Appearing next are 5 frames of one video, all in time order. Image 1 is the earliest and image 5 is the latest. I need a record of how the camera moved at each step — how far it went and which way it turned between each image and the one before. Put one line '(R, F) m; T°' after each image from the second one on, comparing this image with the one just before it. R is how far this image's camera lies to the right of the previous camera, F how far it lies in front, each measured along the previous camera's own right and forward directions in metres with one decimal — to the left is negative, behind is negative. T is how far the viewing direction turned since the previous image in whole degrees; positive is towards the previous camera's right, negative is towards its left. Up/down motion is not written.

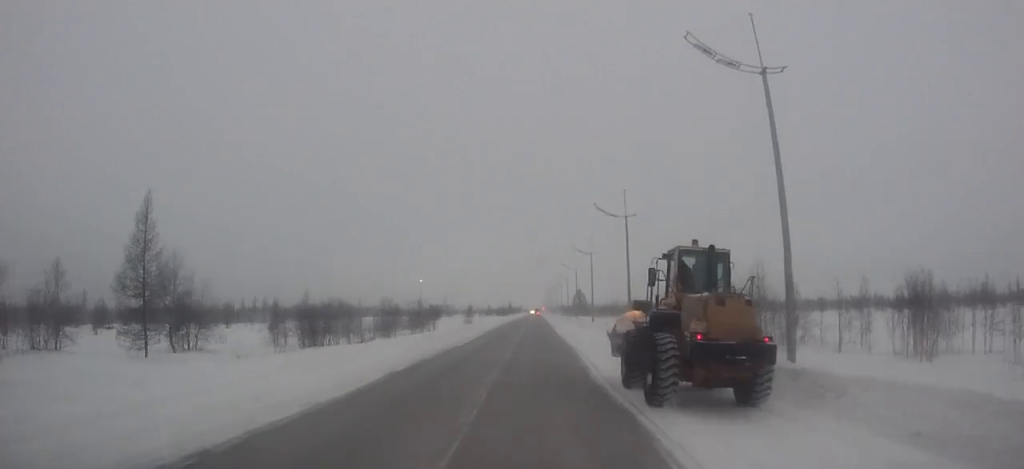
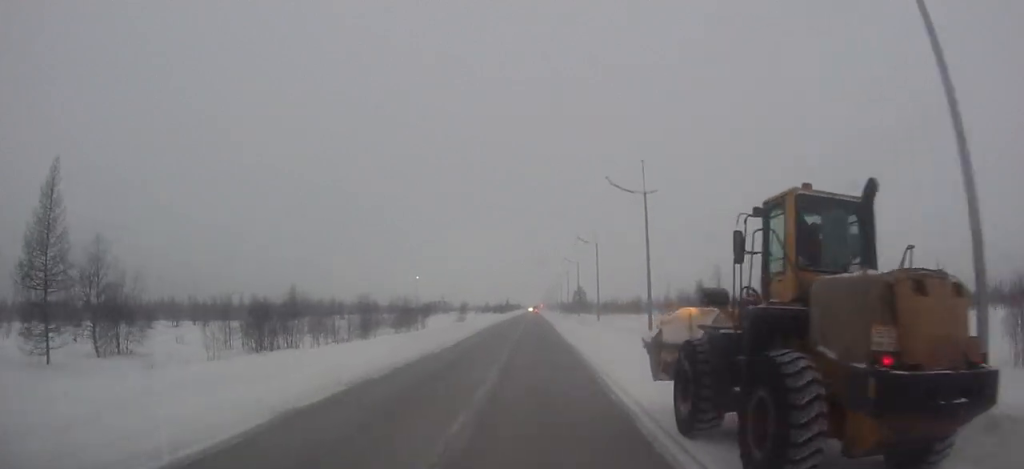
(0.0, +8.8) m; 0°
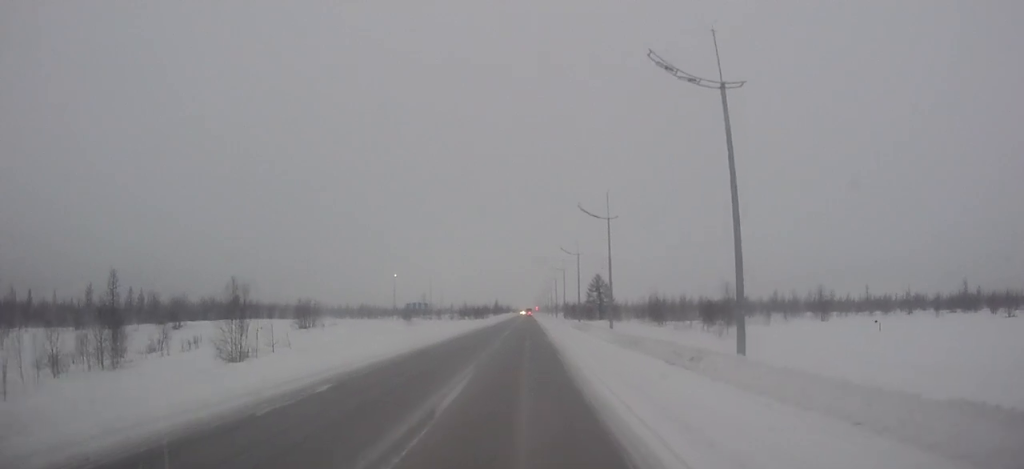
(+0.7, +79.1) m; 0°
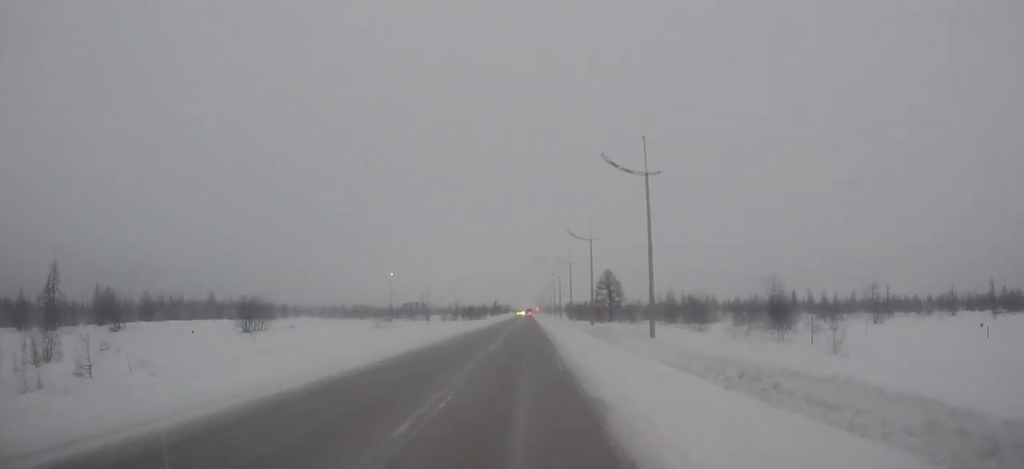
(0.0, +16.2) m; 0°
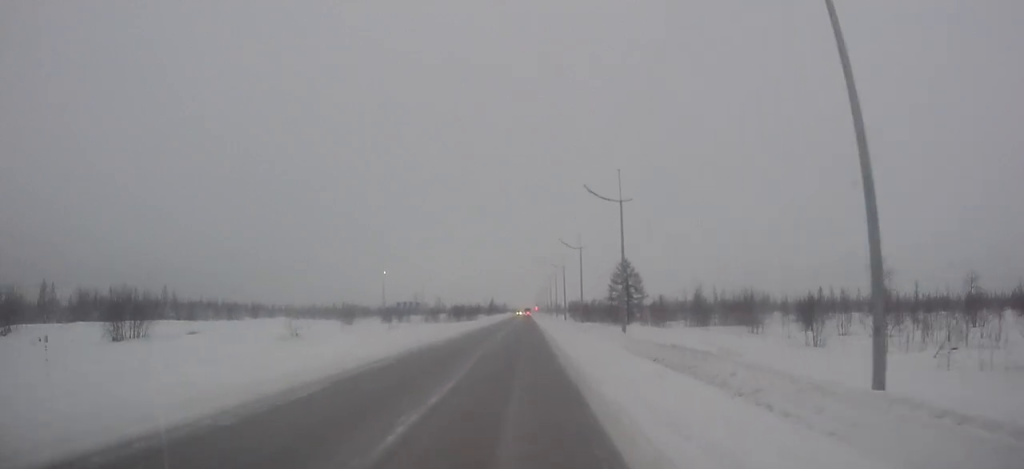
(0.0, +22.0) m; 0°
